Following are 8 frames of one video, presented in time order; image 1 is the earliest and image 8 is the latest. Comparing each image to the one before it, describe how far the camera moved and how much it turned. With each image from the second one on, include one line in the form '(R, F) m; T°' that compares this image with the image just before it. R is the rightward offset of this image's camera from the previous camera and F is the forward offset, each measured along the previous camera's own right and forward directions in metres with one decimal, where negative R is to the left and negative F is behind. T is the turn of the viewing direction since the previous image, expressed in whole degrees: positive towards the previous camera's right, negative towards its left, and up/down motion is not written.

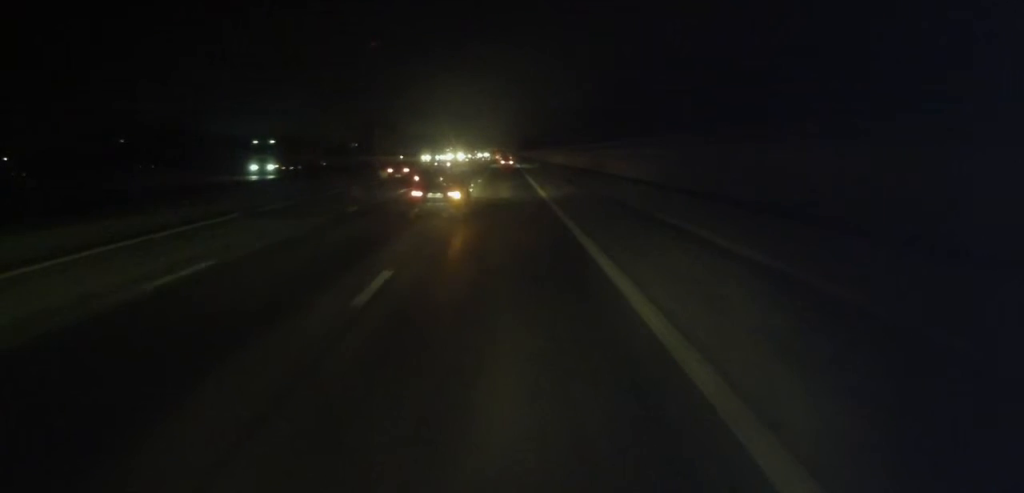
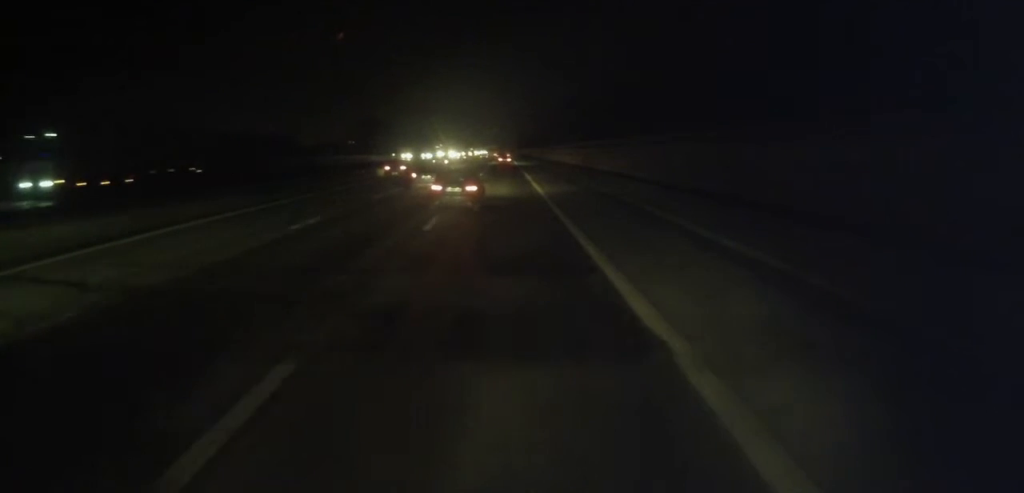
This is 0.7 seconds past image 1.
(0.0, +17.2) m; 0°
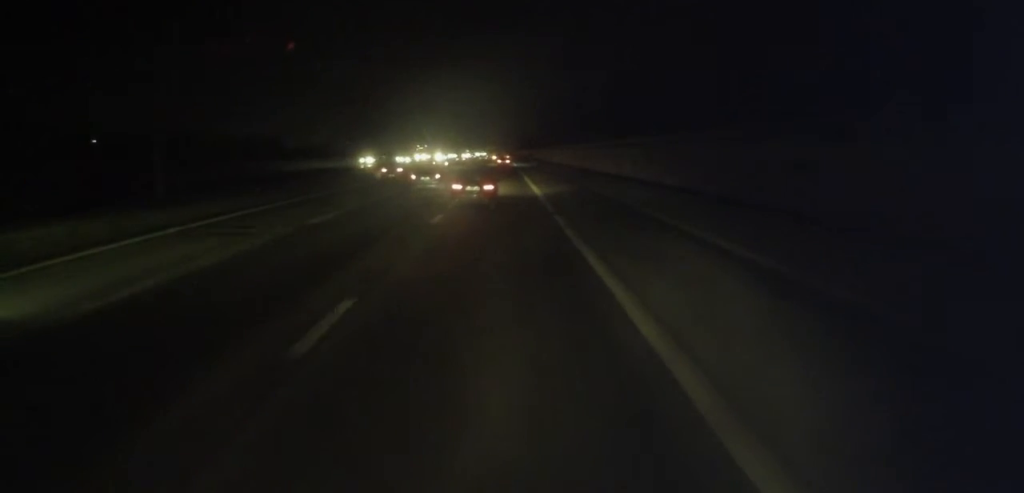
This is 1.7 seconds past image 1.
(-0.2, +22.6) m; -1°
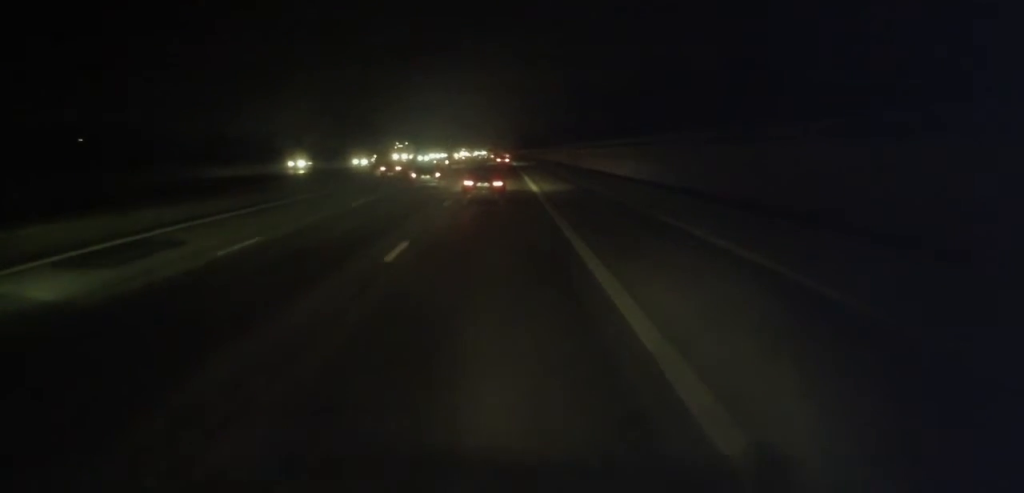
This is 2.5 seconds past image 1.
(-0.3, +19.6) m; 0°
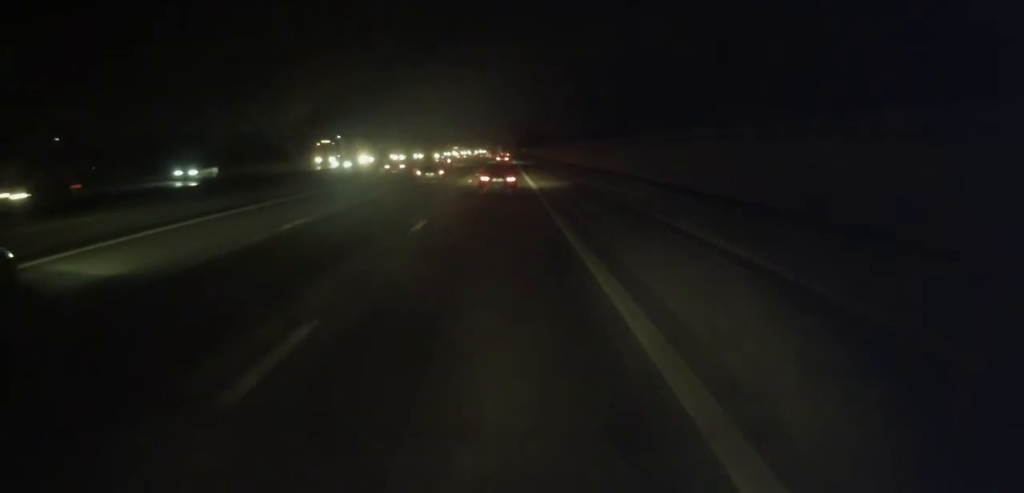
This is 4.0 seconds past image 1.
(+0.4, +33.1) m; 0°
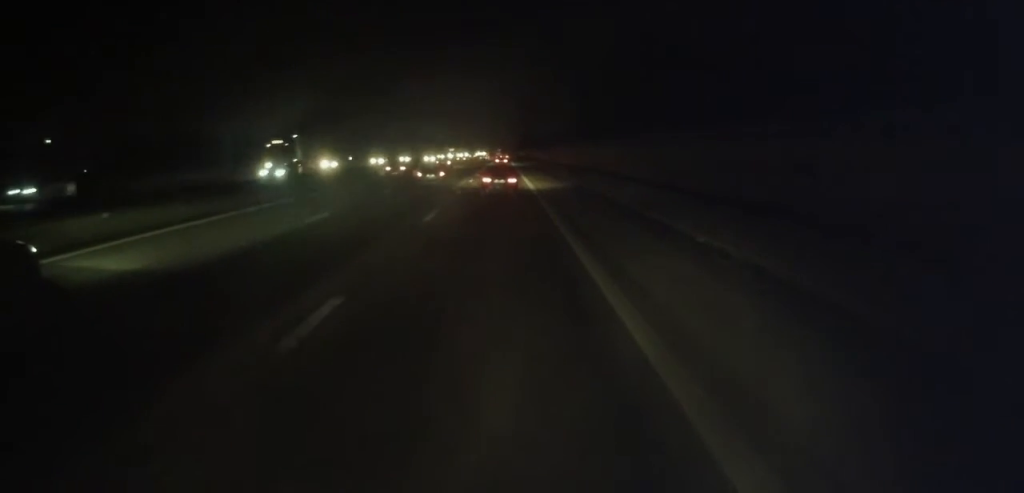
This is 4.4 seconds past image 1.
(0.0, +9.9) m; 0°
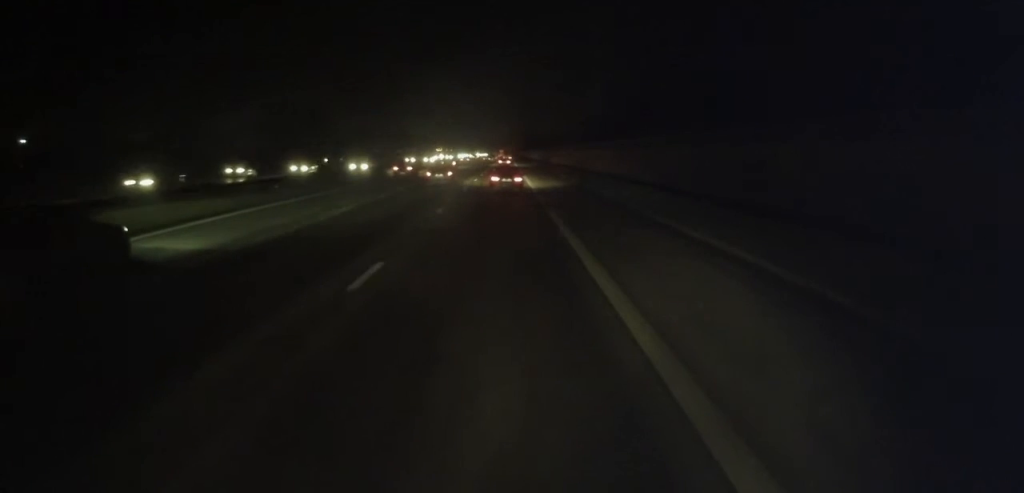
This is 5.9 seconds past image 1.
(0.0, +34.5) m; 0°
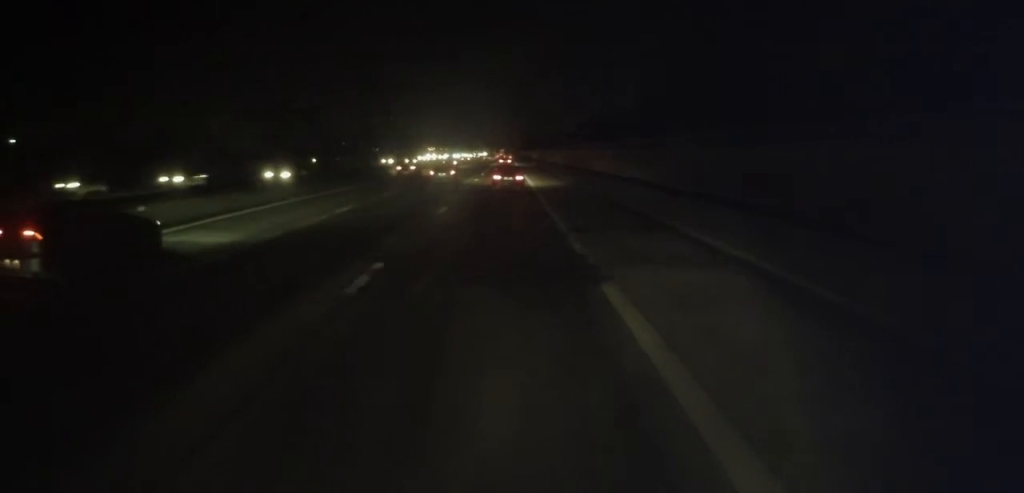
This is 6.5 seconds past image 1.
(0.0, +12.6) m; 0°
